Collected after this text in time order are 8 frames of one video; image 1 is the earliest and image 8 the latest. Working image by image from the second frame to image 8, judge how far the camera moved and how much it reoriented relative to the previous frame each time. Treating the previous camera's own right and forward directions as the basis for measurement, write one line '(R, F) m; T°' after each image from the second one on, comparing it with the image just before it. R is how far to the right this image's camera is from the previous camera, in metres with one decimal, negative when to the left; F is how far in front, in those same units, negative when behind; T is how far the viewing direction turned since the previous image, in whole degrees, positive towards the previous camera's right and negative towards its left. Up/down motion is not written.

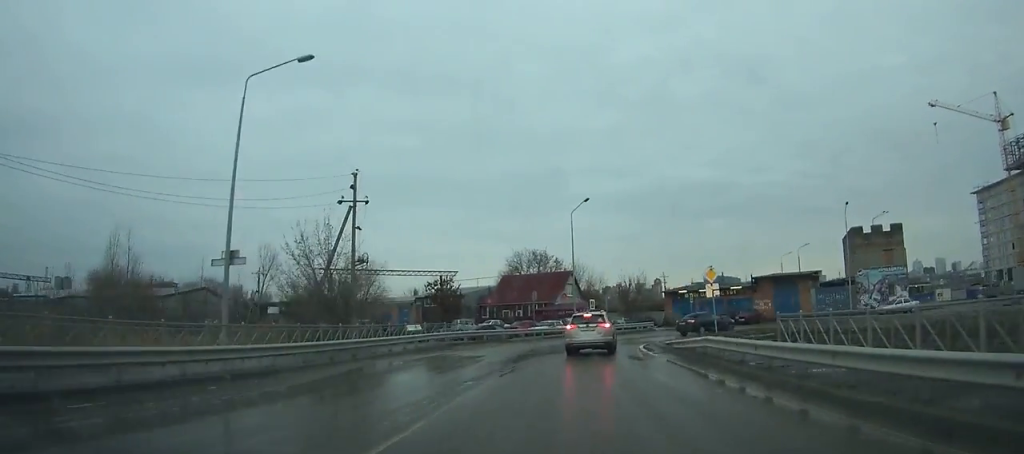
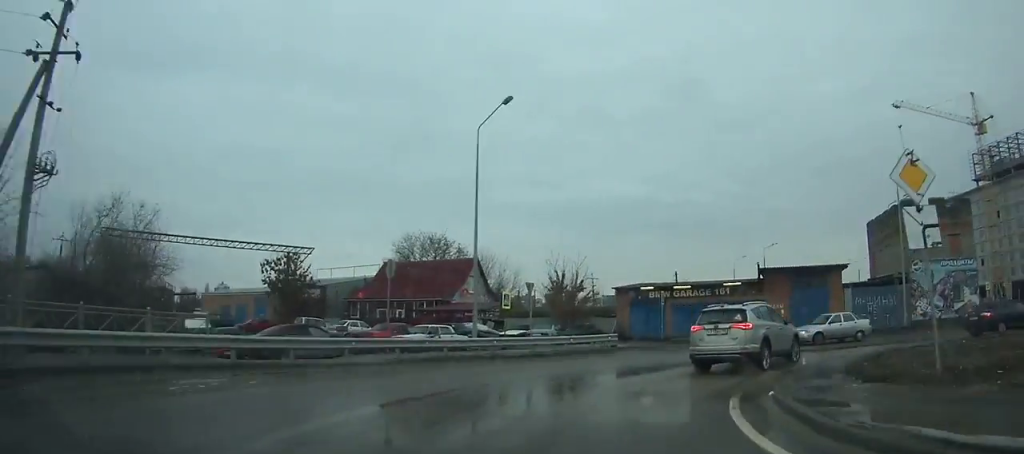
(+0.9, +19.6) m; +16°
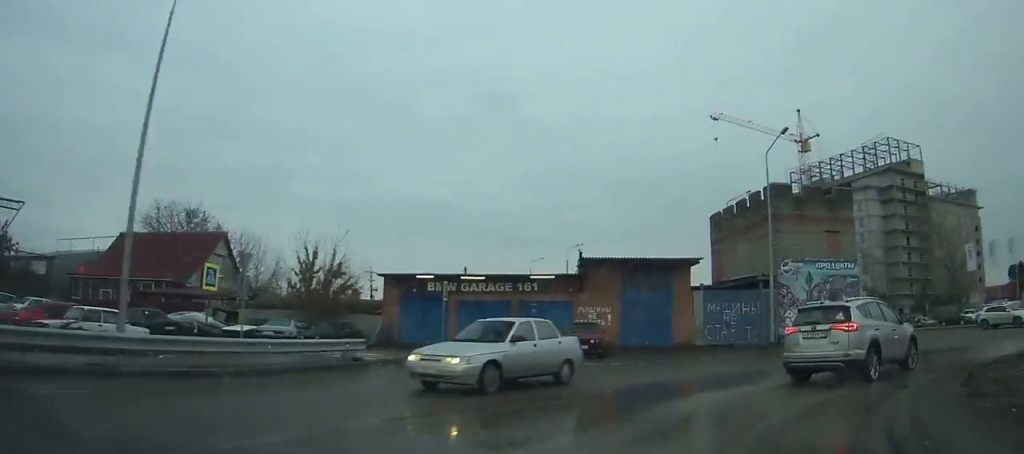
(+0.1, +11.3) m; +19°
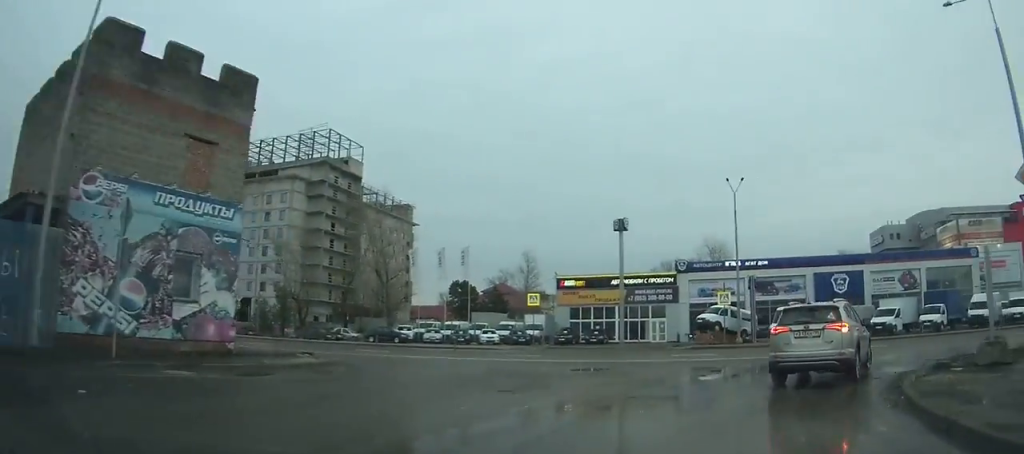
(+8.0, +15.0) m; +55°
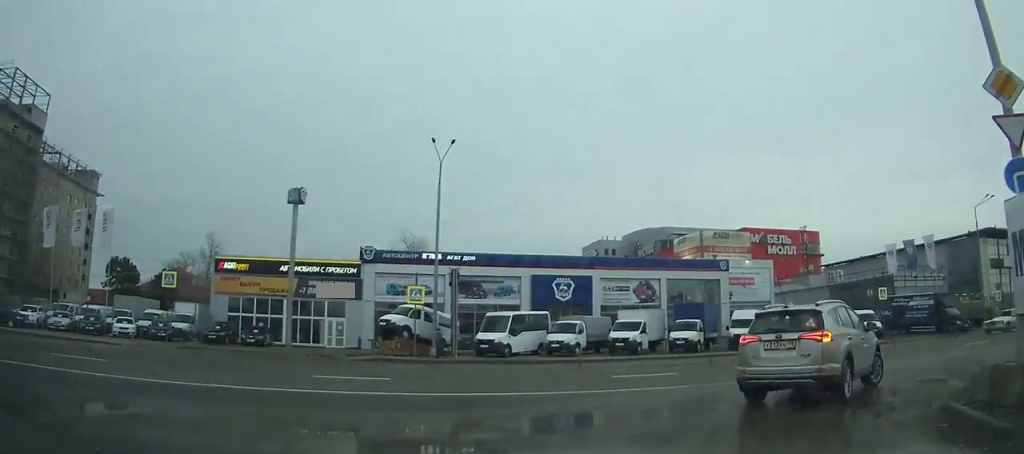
(+4.1, +11.8) m; +43°
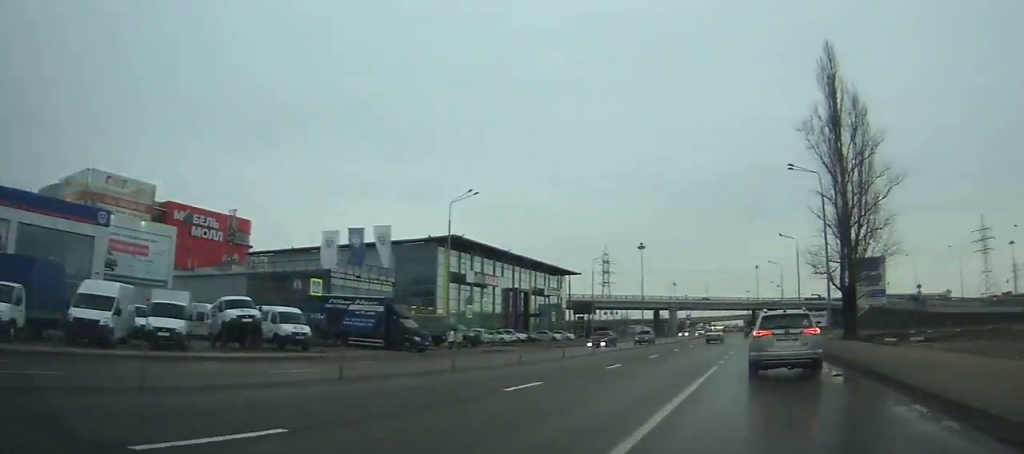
(+10.7, +20.2) m; +40°
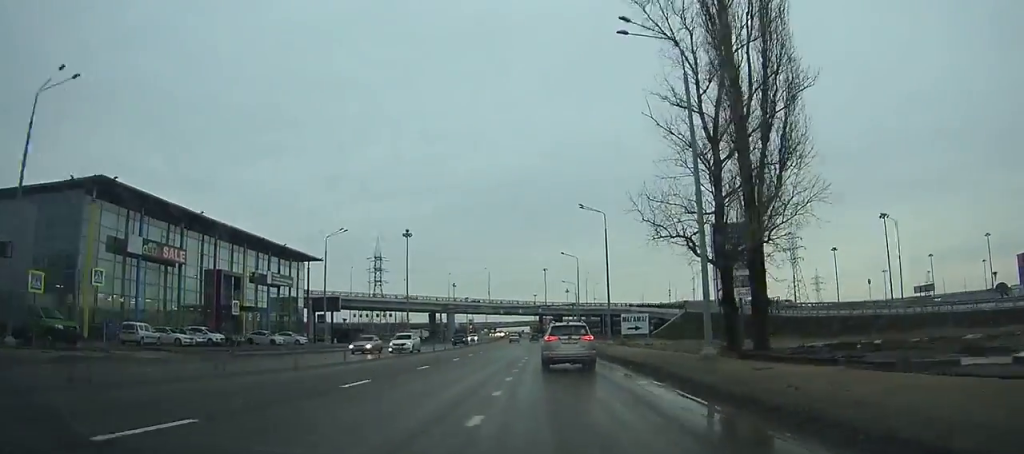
(+2.9, +25.8) m; +6°
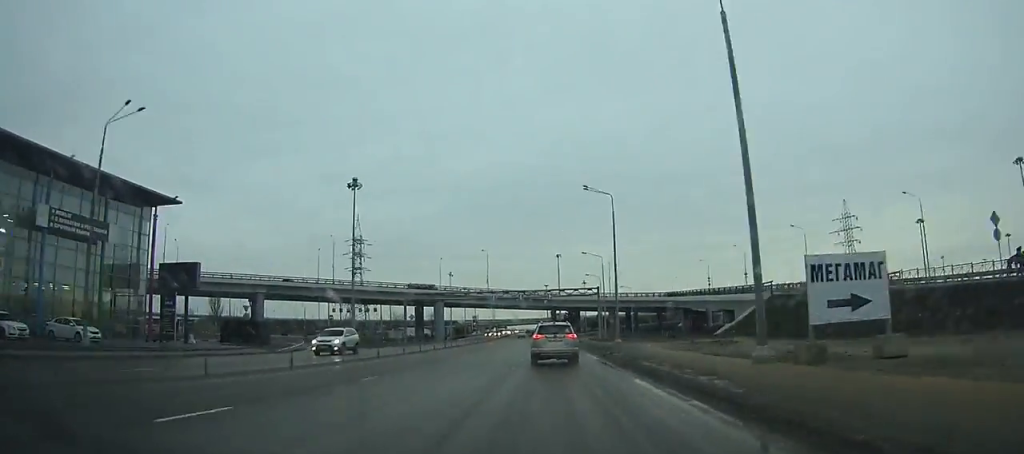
(-0.3, +36.6) m; -1°
